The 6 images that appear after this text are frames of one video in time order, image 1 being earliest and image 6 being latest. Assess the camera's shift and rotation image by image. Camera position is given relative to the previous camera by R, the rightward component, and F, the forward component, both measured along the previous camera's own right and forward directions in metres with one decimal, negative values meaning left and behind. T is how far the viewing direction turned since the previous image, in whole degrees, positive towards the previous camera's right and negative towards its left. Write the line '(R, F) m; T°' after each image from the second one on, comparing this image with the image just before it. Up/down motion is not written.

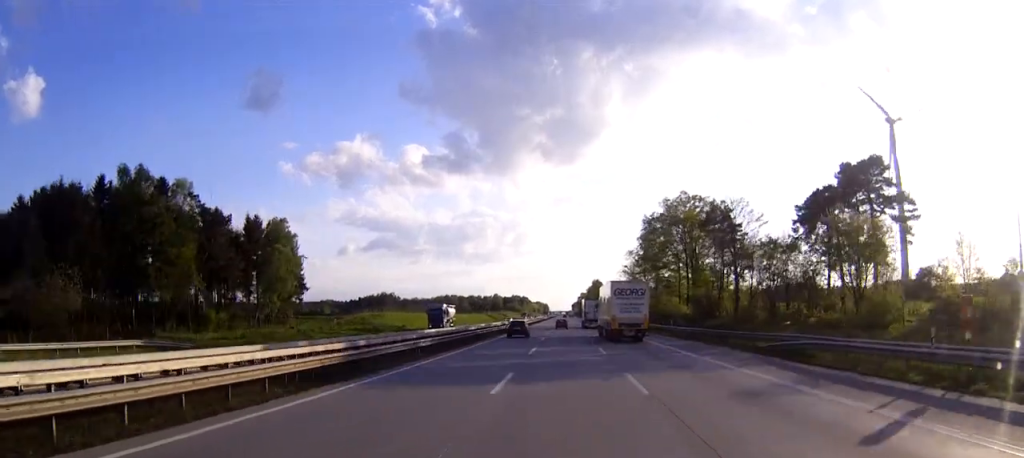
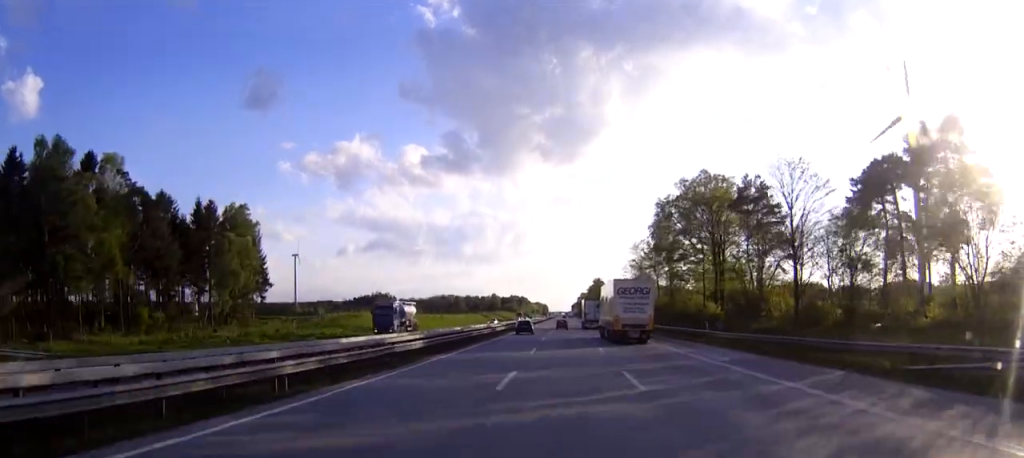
(0.0, +16.8) m; 0°
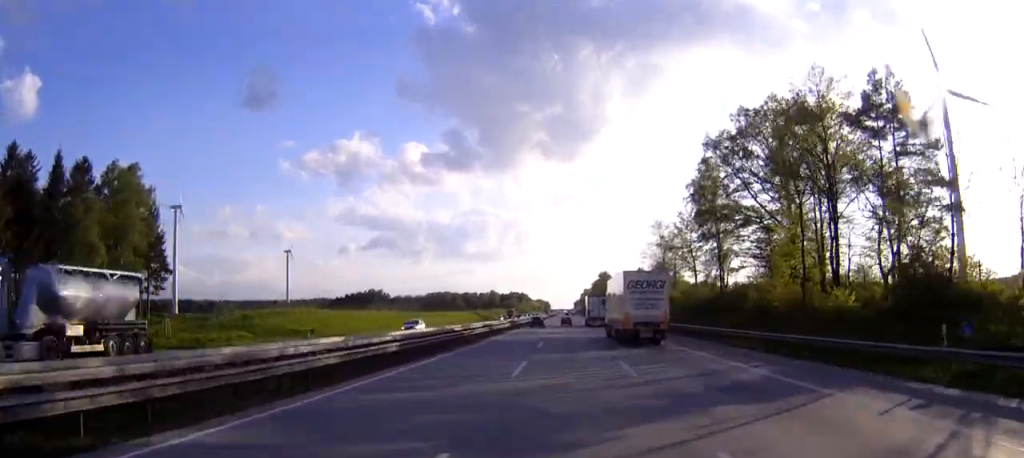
(-0.1, +32.7) m; 0°
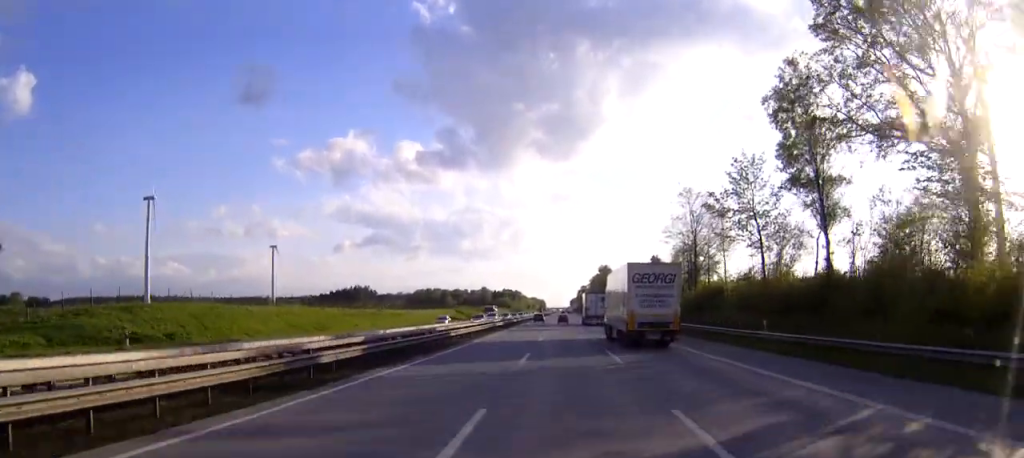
(+0.2, +31.7) m; +1°
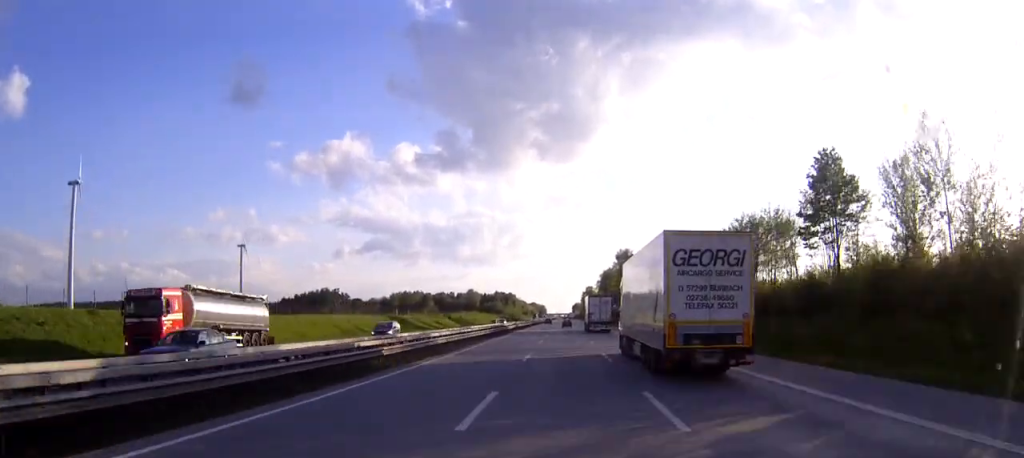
(+0.2, +85.7) m; 0°
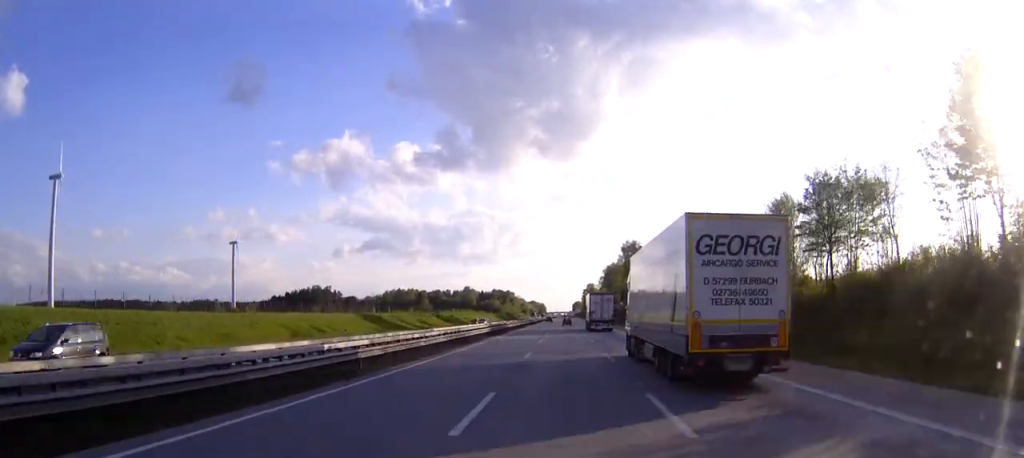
(0.0, +18.6) m; 0°
